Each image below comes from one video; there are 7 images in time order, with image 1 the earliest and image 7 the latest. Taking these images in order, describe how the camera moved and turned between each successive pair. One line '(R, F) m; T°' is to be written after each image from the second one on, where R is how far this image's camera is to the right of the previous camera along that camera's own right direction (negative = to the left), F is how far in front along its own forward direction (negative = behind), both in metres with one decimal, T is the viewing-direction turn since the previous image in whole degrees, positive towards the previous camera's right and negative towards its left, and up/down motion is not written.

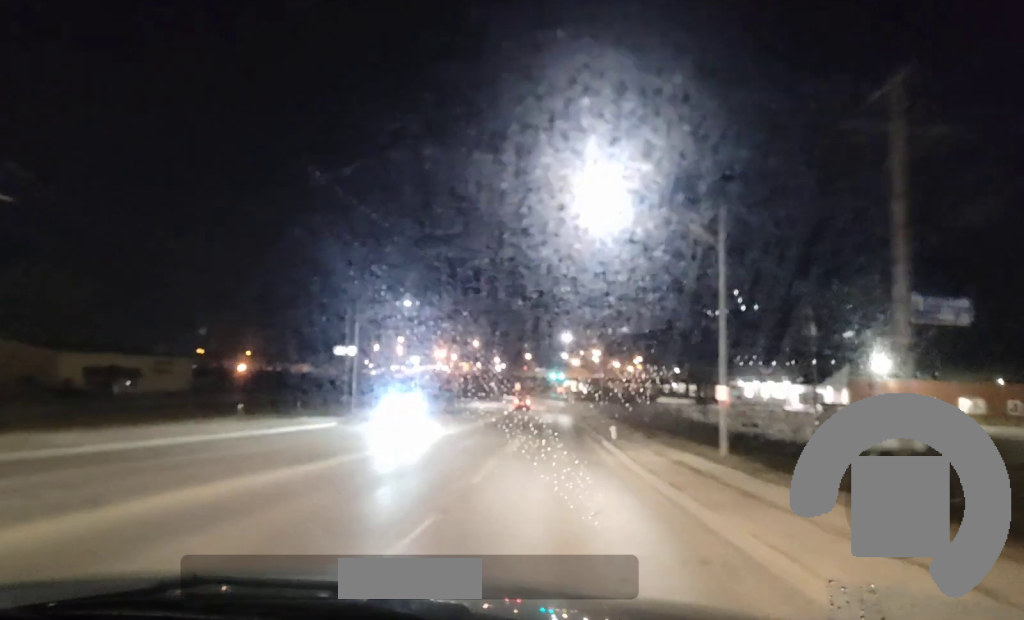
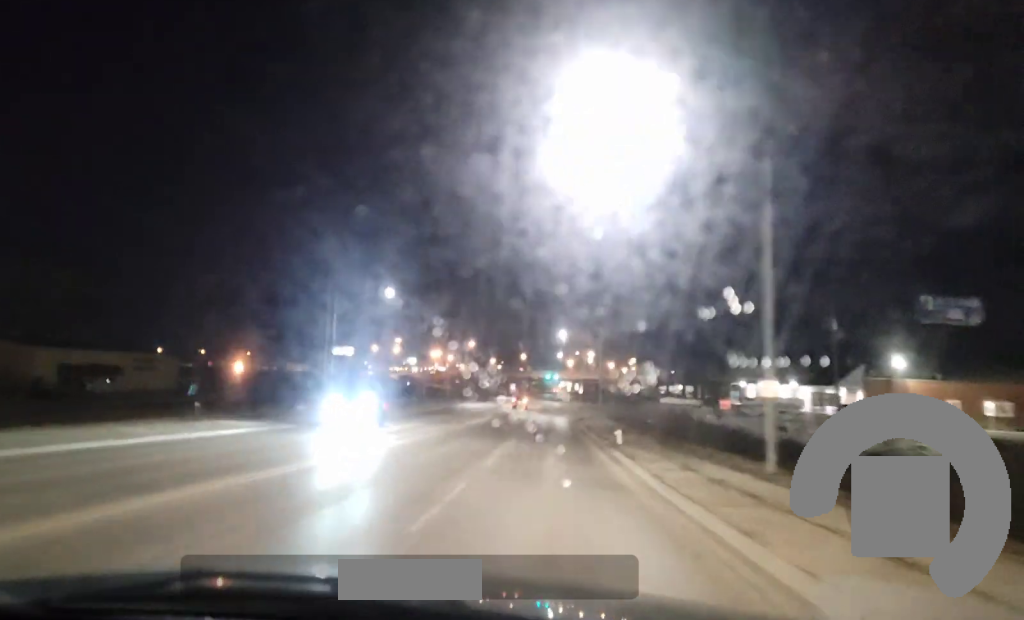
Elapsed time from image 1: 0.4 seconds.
(0.0, +6.9) m; 0°
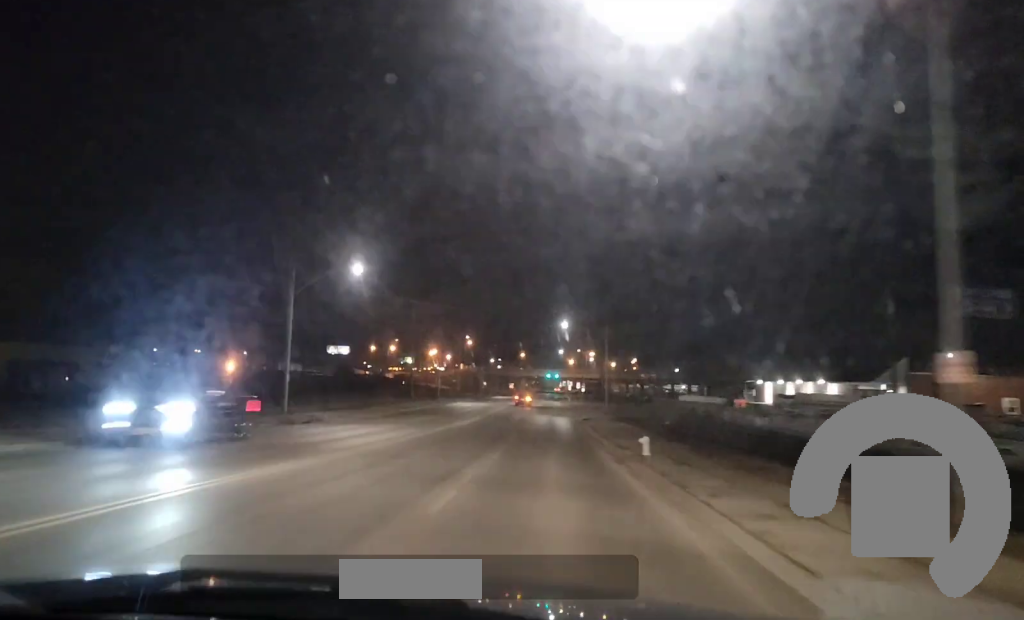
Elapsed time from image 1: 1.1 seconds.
(-0.3, +10.4) m; +1°
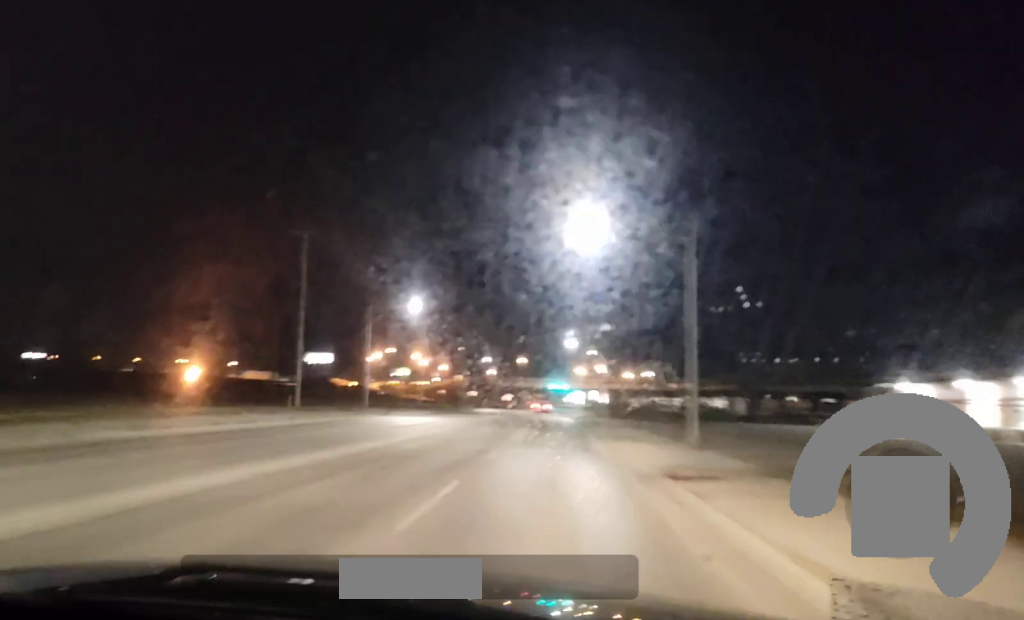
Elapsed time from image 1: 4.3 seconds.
(-0.6, +51.8) m; -2°
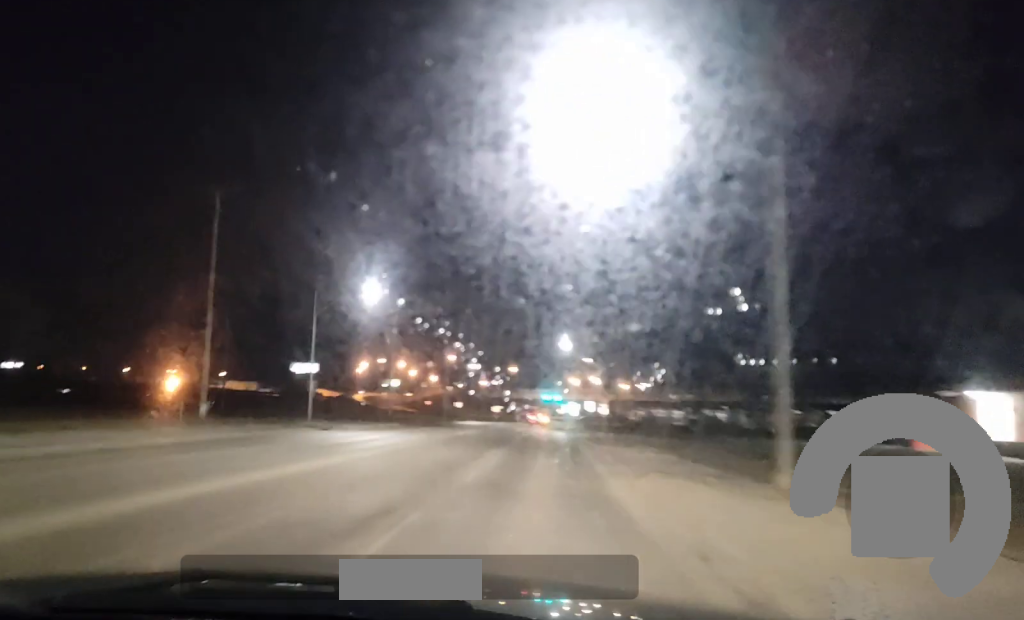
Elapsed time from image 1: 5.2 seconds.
(+0.1, +15.0) m; +1°
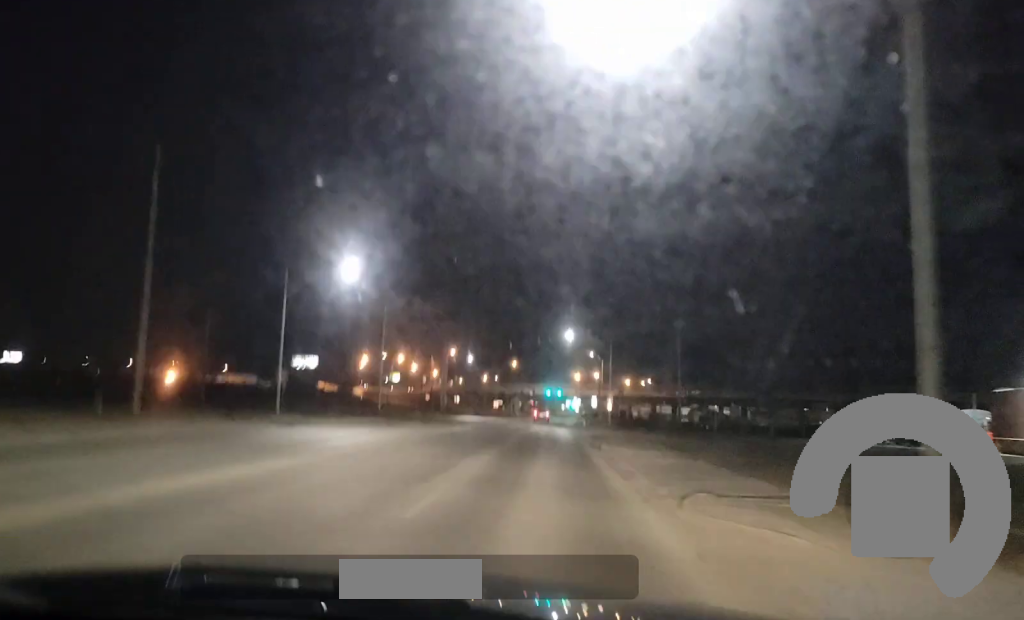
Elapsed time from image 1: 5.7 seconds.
(+0.1, +7.9) m; 0°
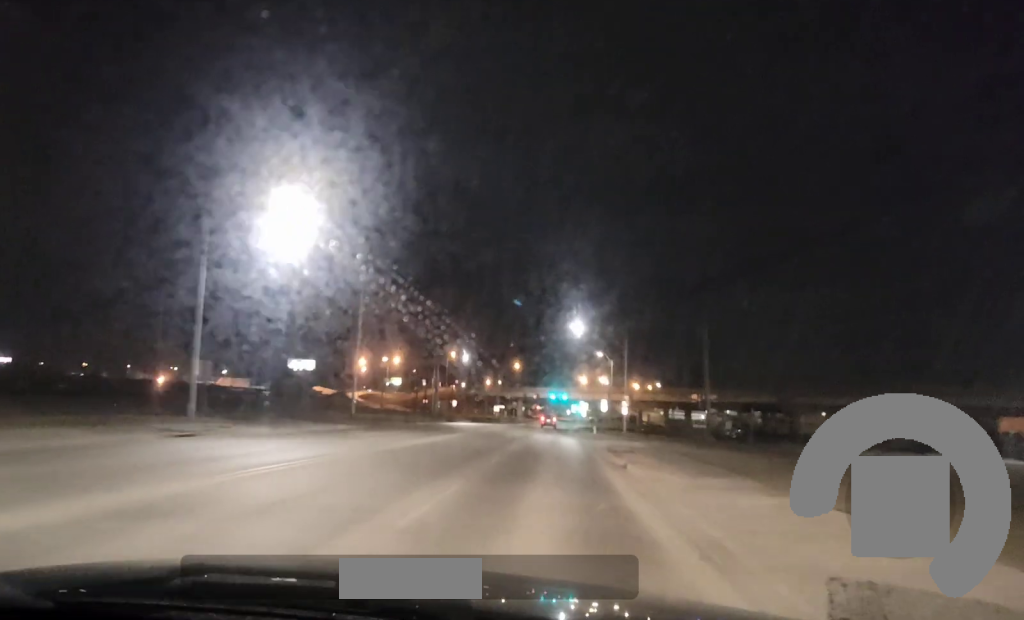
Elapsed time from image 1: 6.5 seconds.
(+0.1, +13.2) m; 0°
